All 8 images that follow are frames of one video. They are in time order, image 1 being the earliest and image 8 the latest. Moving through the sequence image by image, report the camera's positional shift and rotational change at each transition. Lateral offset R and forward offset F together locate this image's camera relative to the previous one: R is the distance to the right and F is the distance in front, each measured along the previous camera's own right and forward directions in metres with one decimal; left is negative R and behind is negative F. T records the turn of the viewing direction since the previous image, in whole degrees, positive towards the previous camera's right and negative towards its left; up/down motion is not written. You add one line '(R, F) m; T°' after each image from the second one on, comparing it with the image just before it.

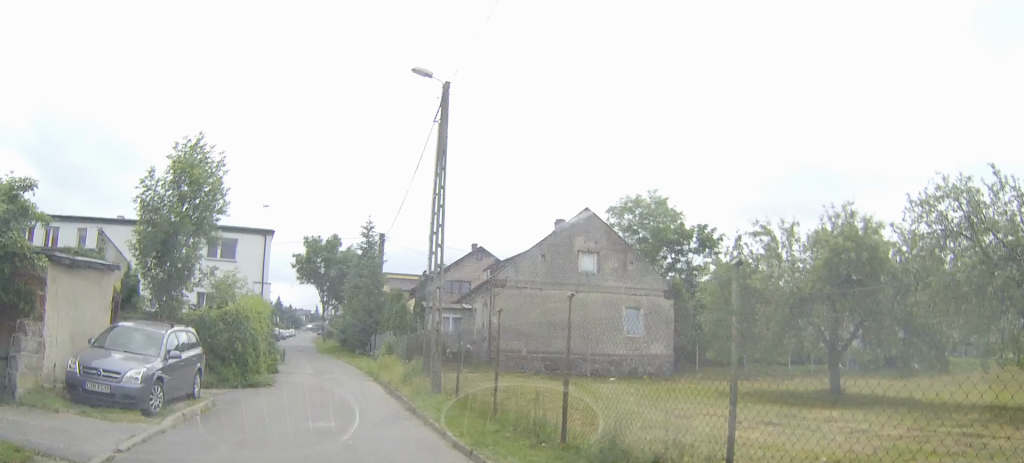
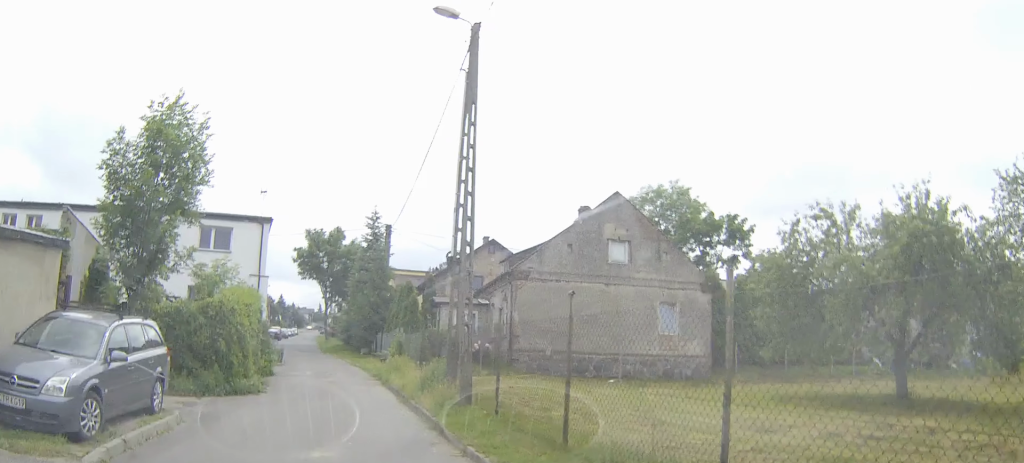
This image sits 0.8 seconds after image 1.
(0.0, +3.8) m; -1°
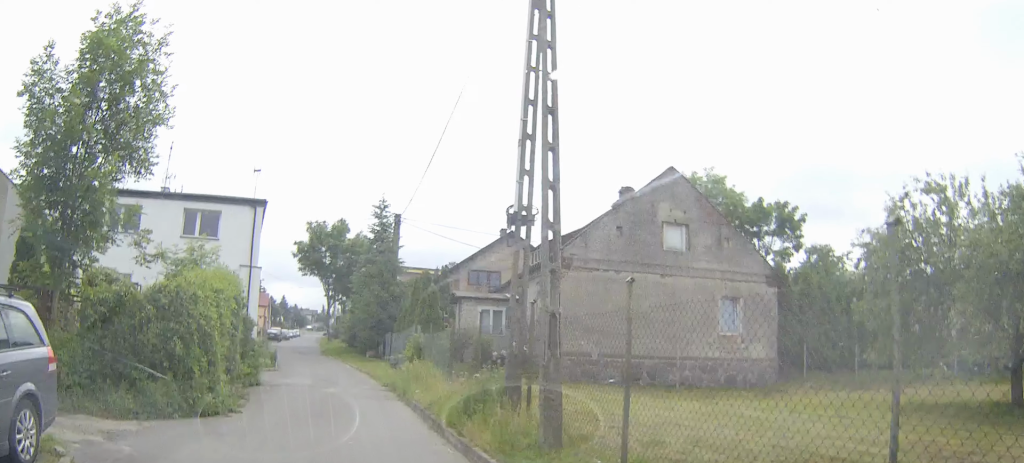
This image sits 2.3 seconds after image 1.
(0.0, +6.3) m; 0°
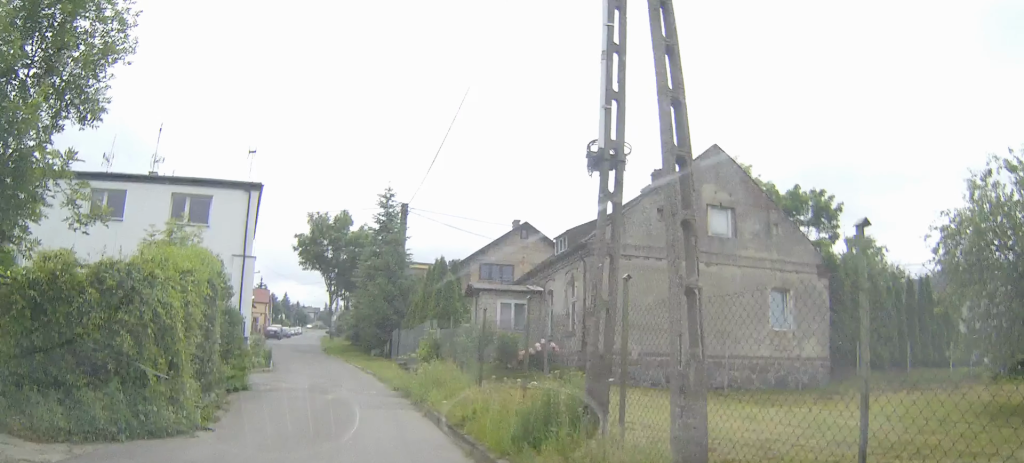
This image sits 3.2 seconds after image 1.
(0.0, +3.5) m; 0°
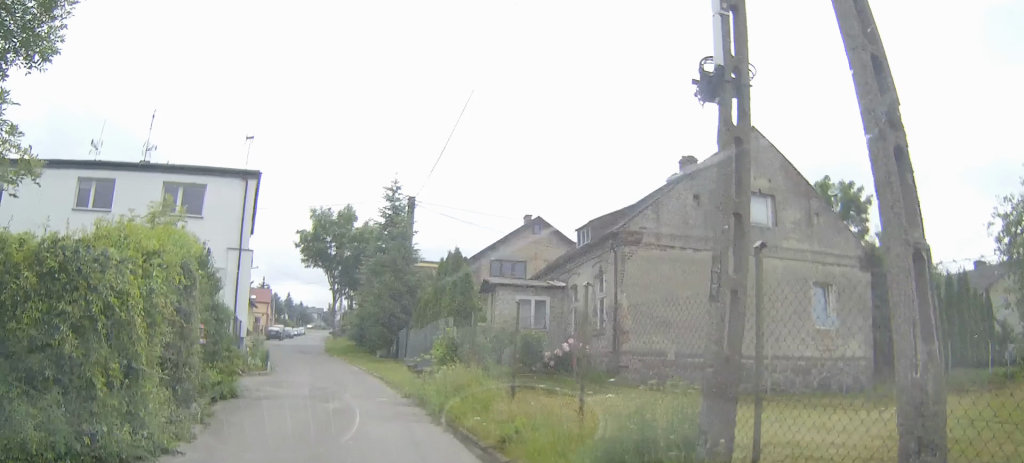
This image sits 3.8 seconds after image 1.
(0.0, +2.3) m; +1°
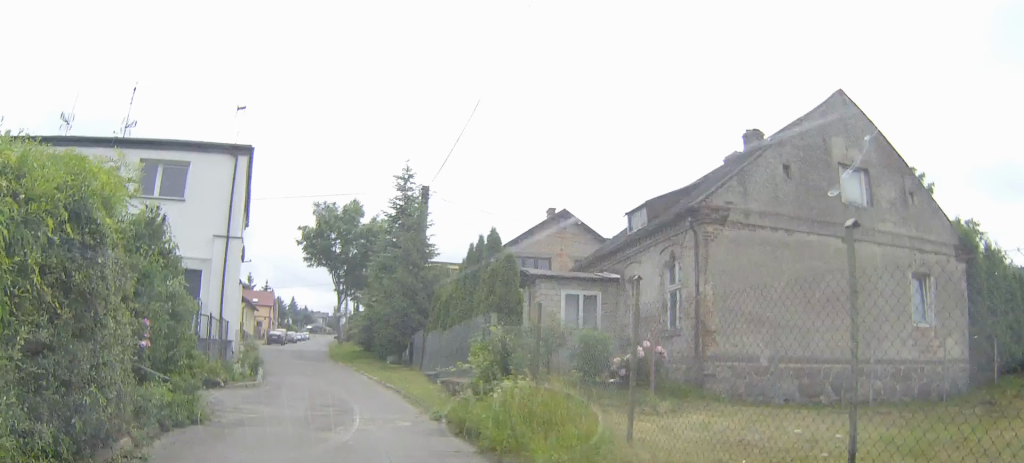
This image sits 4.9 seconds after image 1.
(+0.1, +4.5) m; +1°
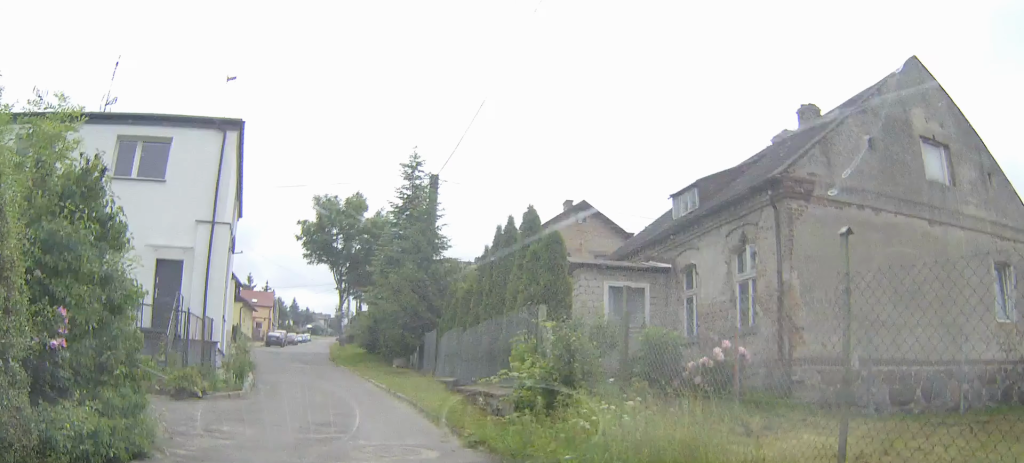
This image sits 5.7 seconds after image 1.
(0.0, +3.3) m; -1°
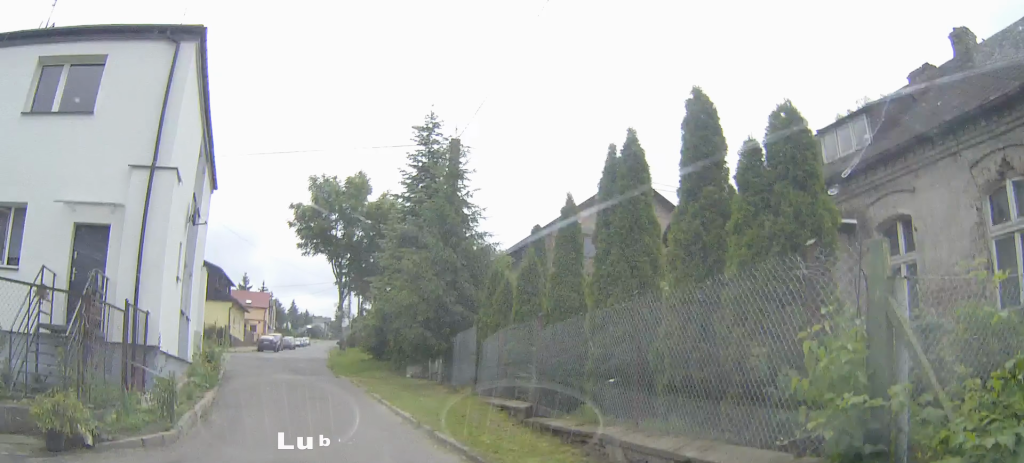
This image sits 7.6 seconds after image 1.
(0.0, +7.6) m; -1°
